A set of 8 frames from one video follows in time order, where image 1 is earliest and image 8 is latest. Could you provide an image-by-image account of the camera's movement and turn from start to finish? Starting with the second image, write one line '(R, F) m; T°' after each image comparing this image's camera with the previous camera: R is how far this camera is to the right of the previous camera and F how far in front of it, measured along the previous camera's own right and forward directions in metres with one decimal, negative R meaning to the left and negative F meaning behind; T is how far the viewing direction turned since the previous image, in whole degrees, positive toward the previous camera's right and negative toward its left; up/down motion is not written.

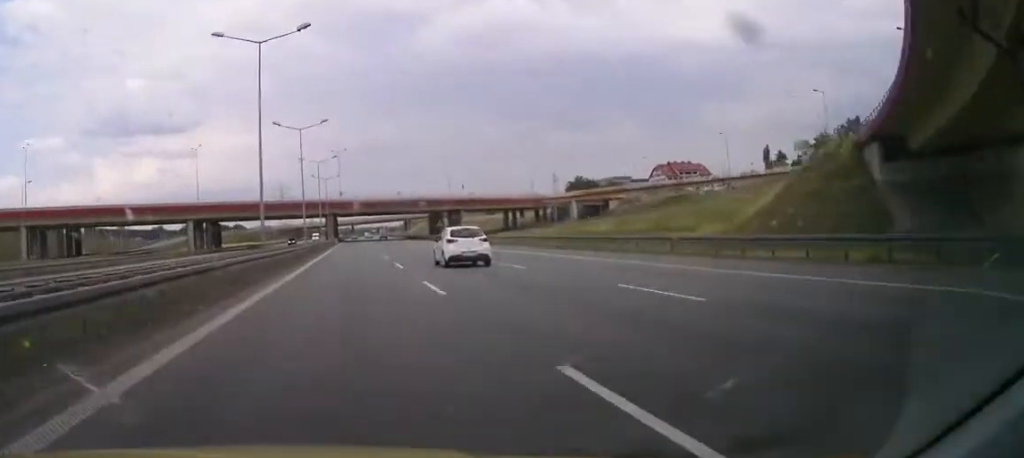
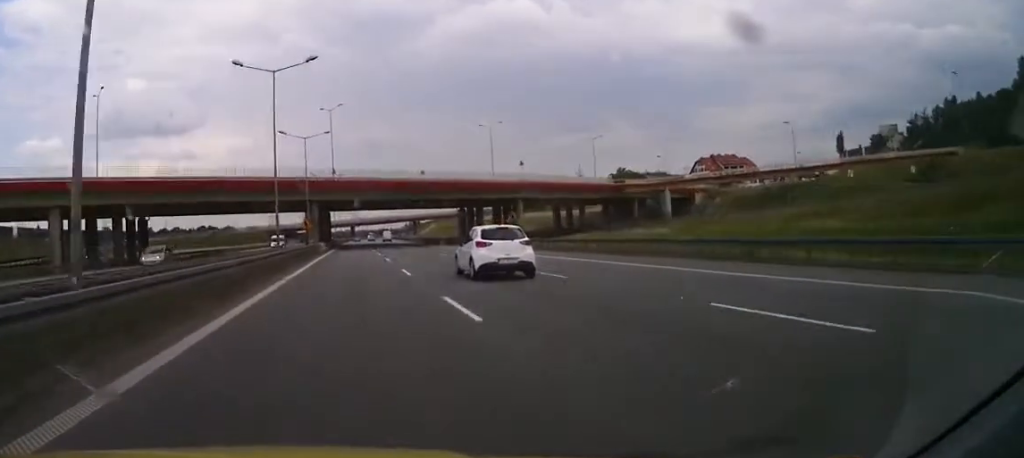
(0.0, +51.8) m; 0°
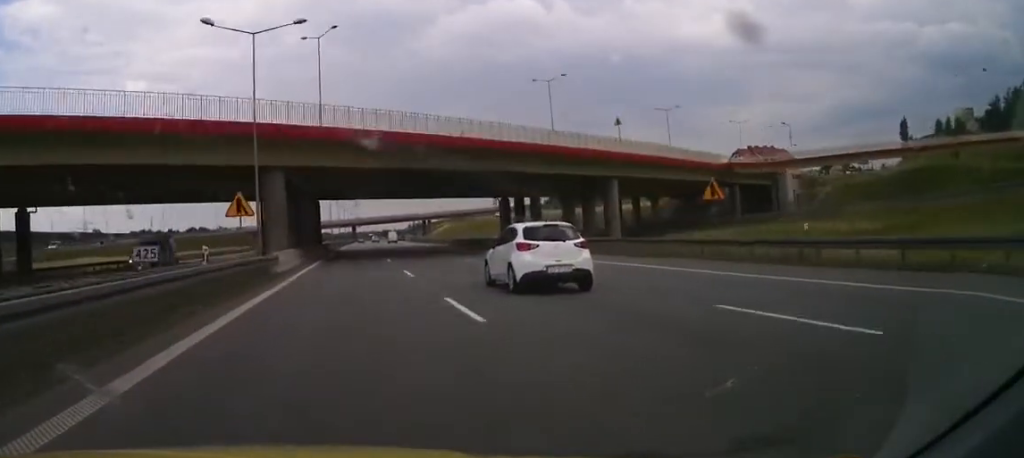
(-0.2, +35.6) m; 0°
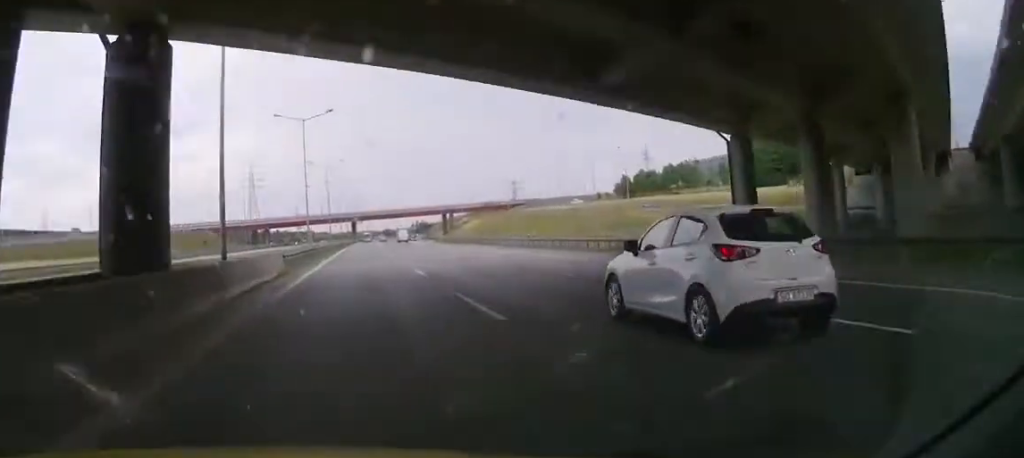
(+0.2, +59.3) m; 0°
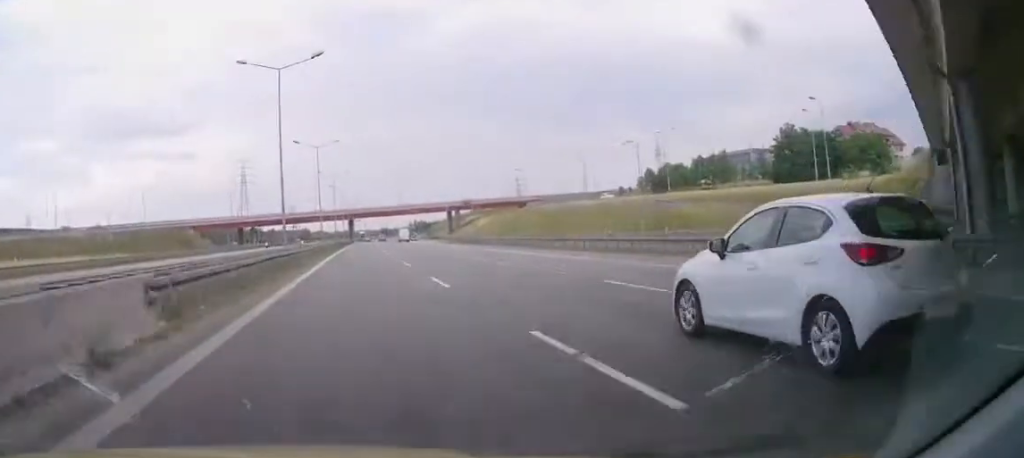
(0.0, +17.2) m; 0°
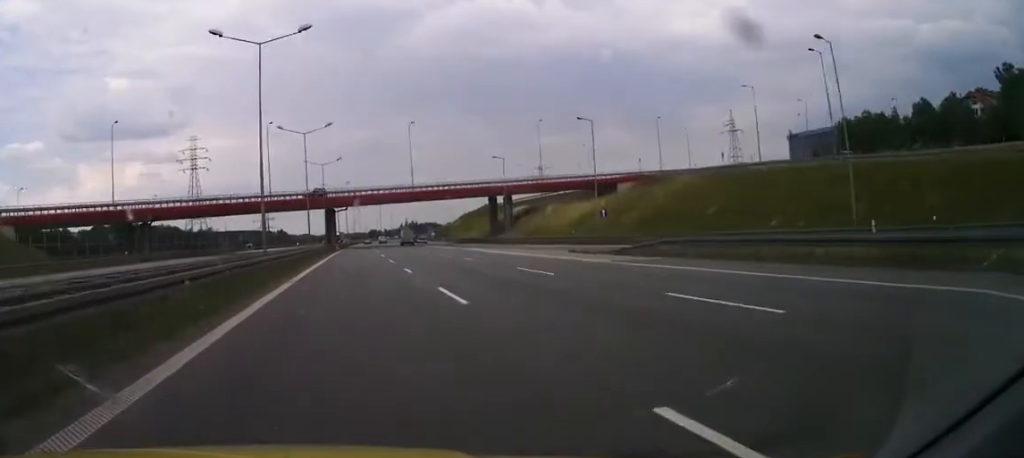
(0.0, +75.8) m; 0°
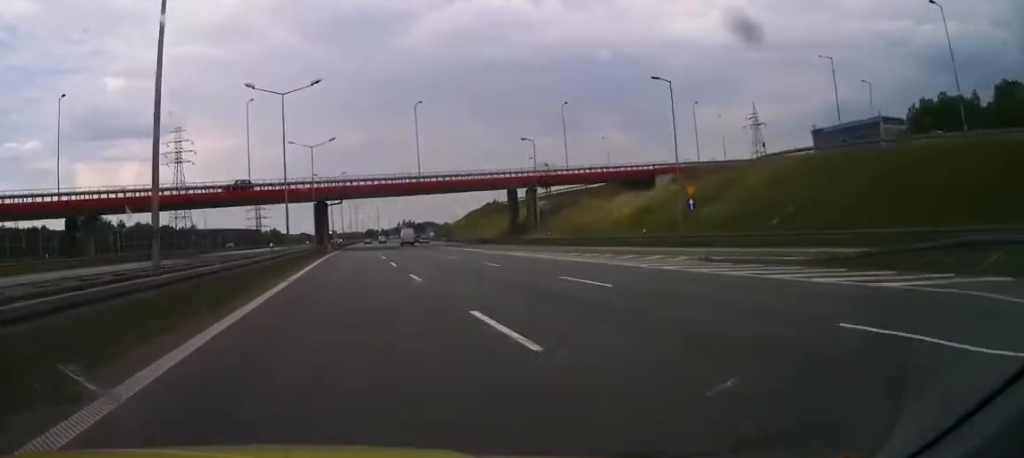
(0.0, +17.3) m; 0°
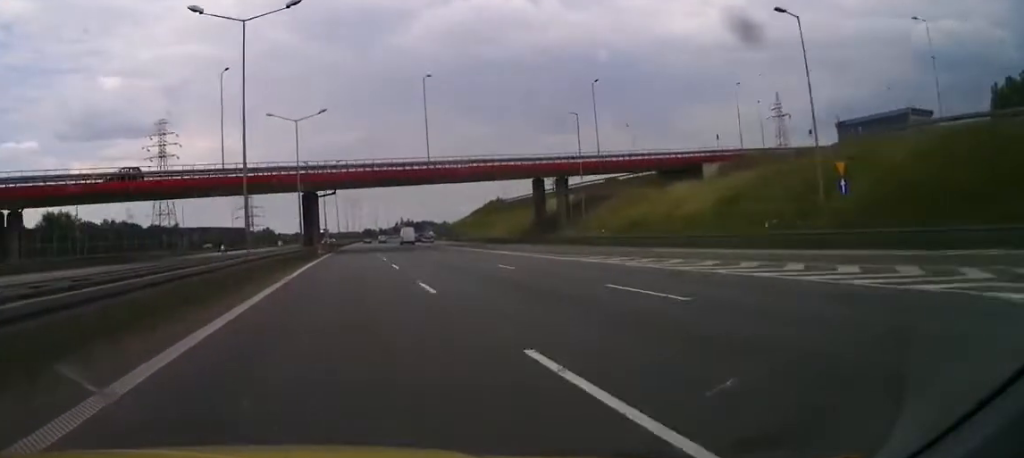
(0.0, +15.9) m; 0°
